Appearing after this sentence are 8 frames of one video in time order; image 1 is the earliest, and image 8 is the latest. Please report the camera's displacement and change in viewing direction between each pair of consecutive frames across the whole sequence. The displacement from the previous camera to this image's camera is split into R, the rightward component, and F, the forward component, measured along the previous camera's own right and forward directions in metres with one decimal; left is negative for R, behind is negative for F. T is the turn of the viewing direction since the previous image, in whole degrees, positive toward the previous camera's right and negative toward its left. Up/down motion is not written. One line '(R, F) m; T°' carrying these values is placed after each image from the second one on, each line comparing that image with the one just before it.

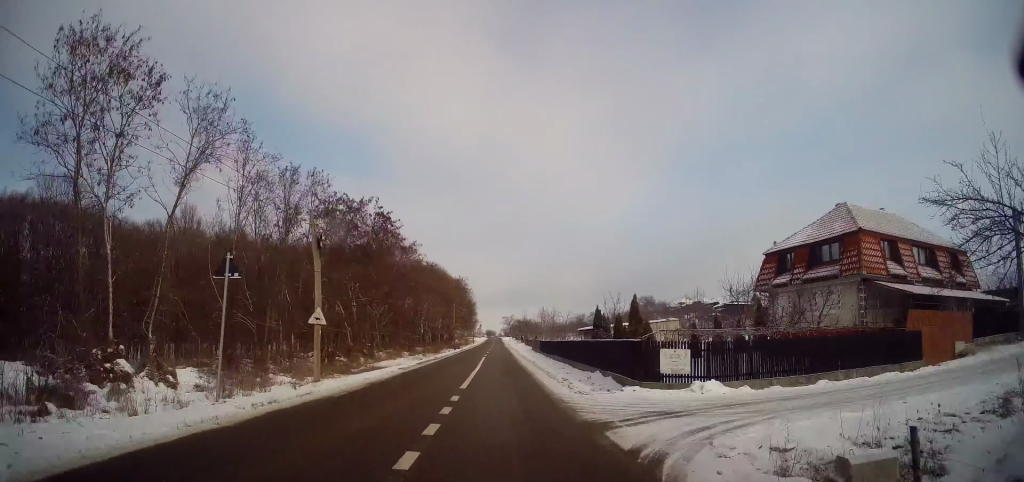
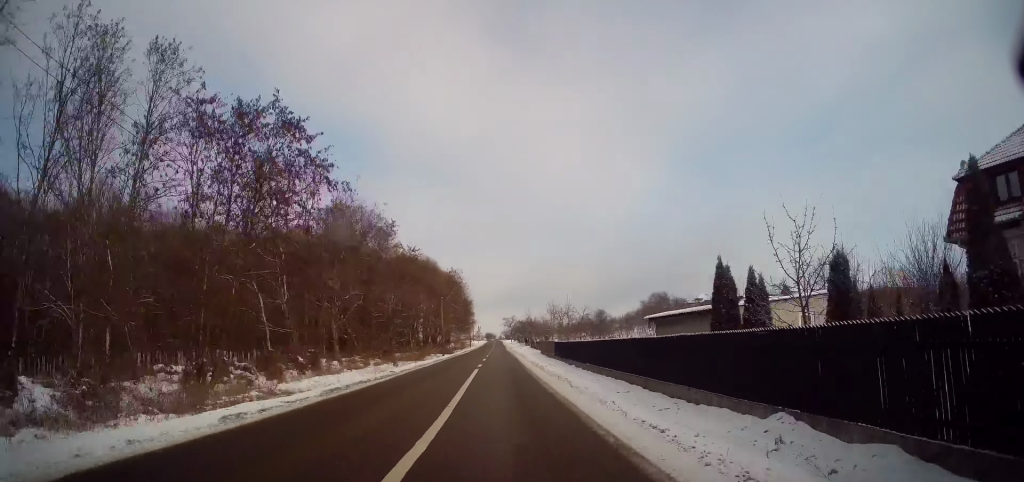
(0.0, +17.4) m; 0°
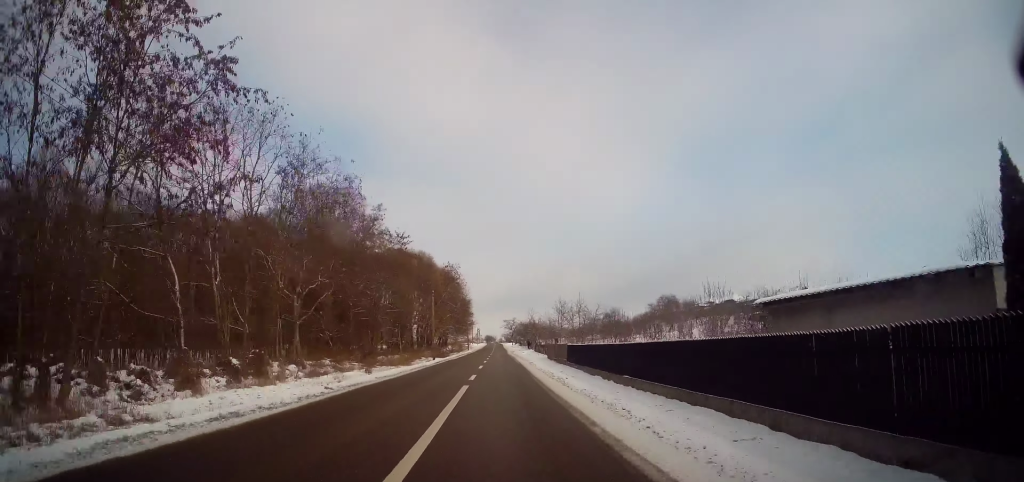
(+0.2, +9.3) m; 0°
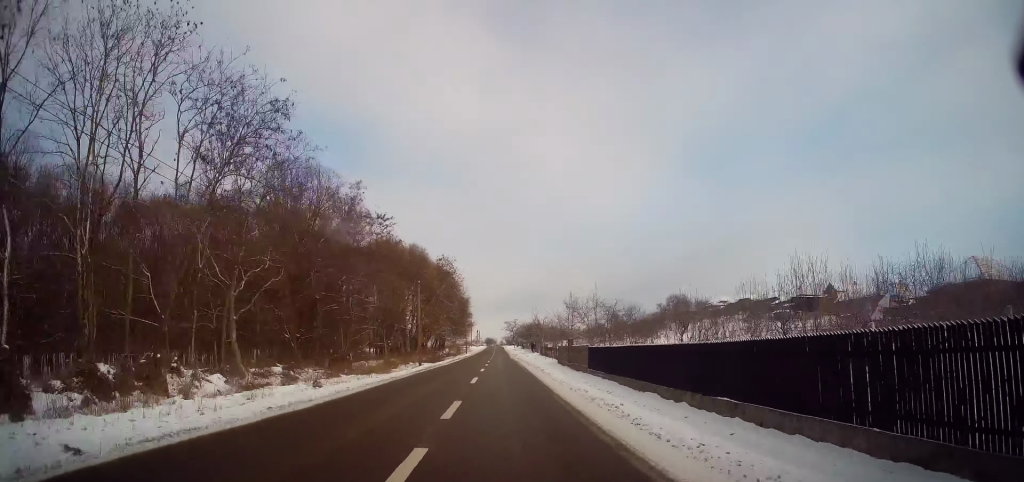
(-0.1, +9.8) m; 0°
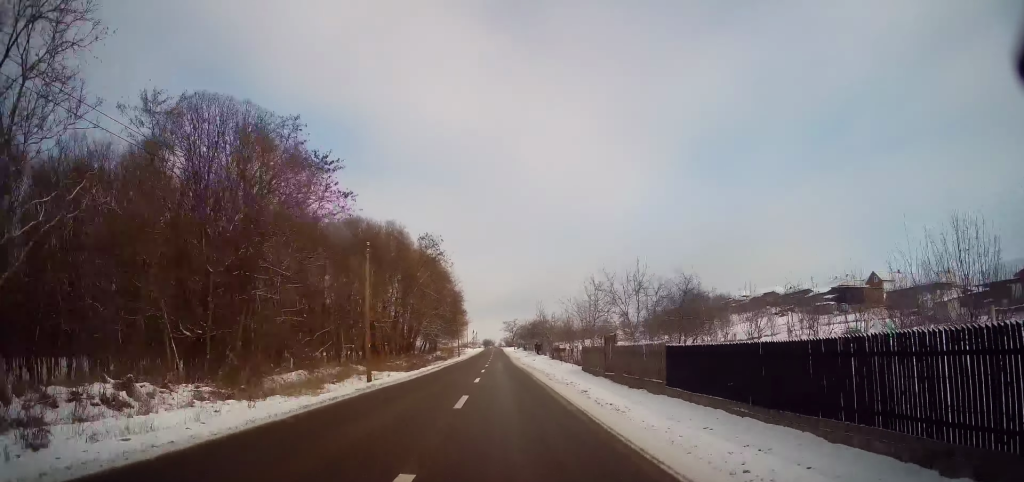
(-0.1, +16.2) m; 0°
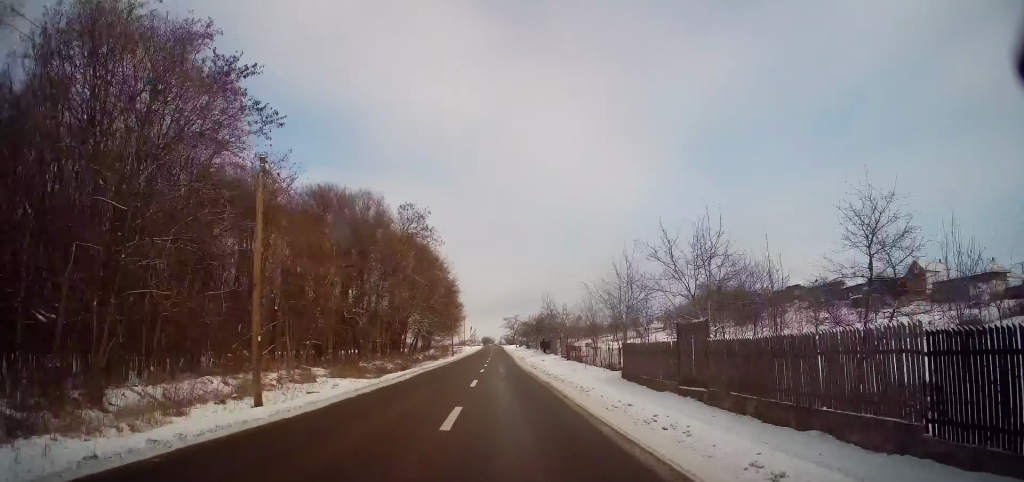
(-0.1, +12.2) m; +1°
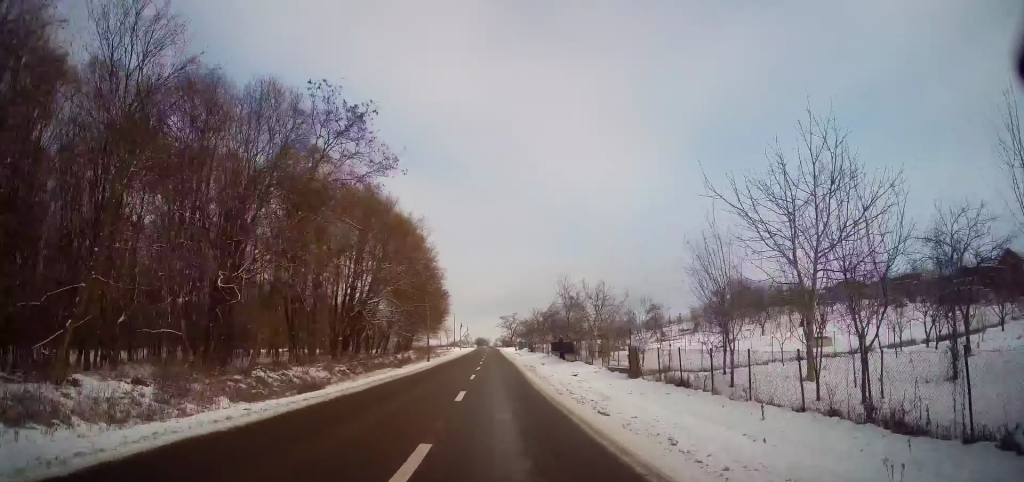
(+0.3, +22.6) m; 0°
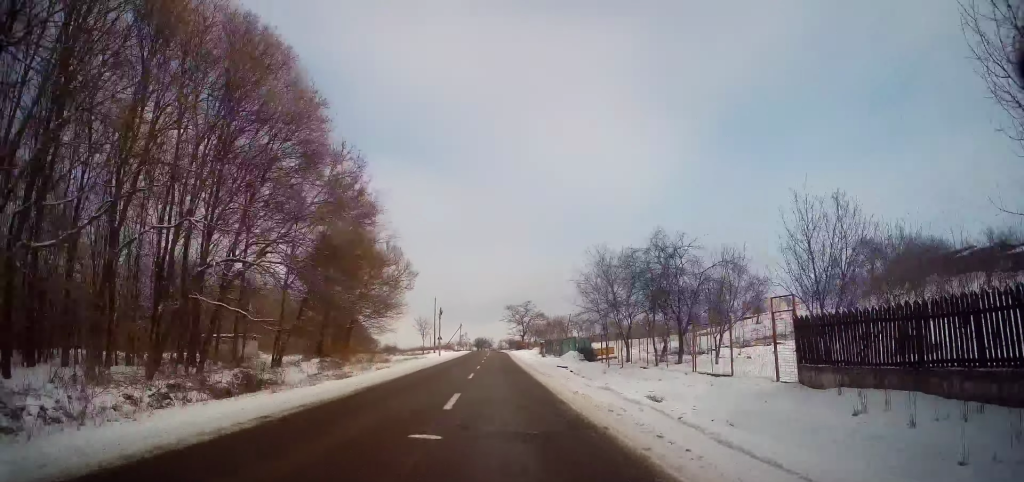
(-0.7, +48.9) m; 0°
